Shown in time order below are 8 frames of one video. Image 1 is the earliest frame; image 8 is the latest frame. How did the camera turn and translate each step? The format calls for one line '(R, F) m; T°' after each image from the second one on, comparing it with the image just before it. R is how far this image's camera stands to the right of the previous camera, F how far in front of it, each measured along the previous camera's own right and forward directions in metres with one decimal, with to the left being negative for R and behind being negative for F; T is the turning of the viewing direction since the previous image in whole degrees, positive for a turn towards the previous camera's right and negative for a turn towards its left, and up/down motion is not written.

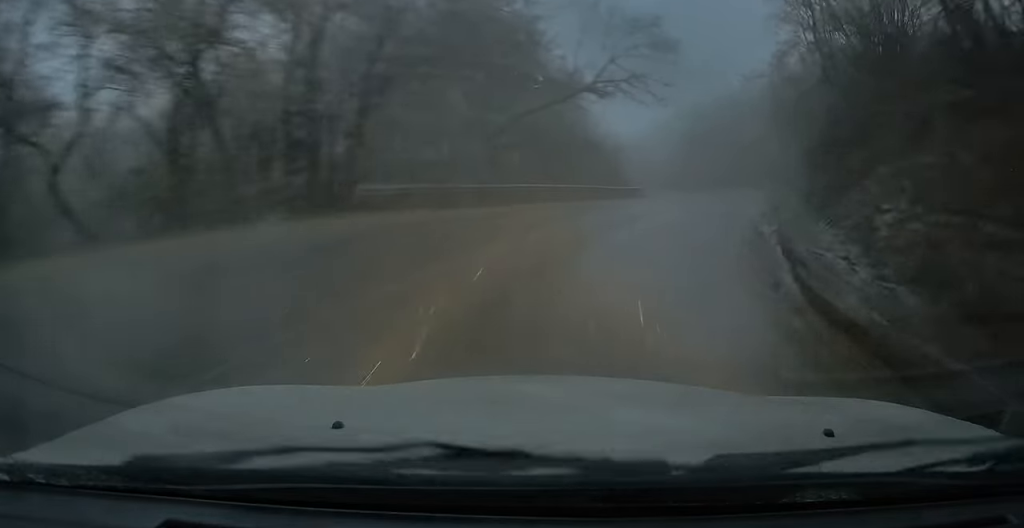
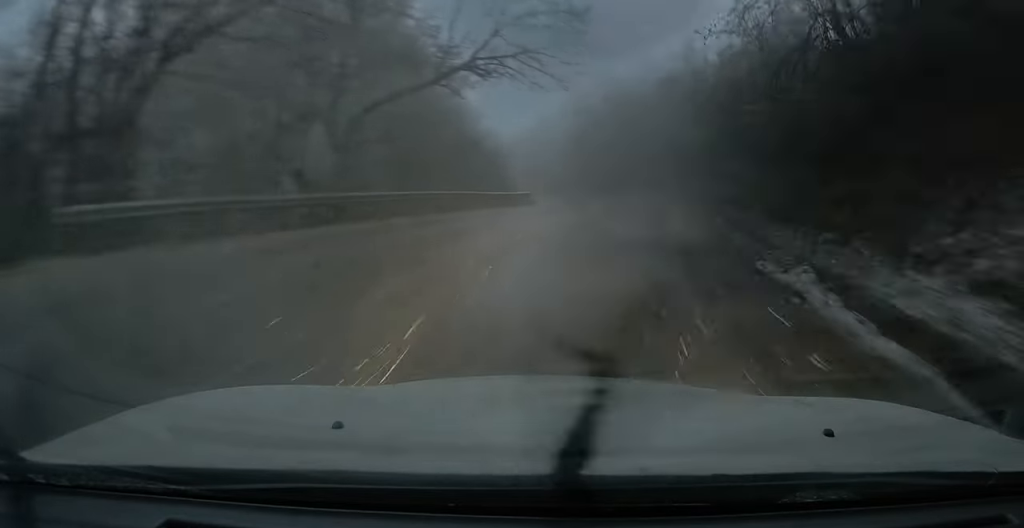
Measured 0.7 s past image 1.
(+0.2, +7.5) m; +5°
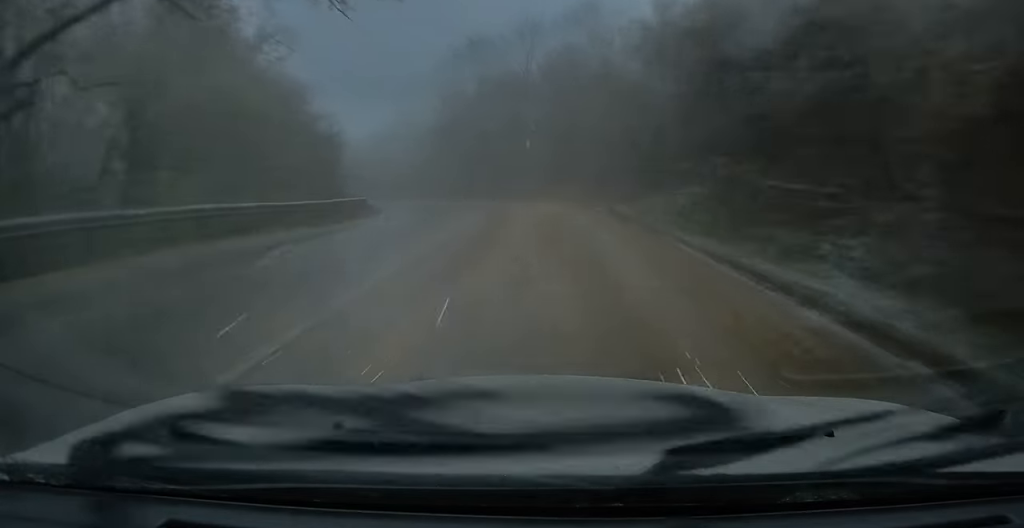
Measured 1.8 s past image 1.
(+1.1, +13.9) m; +6°
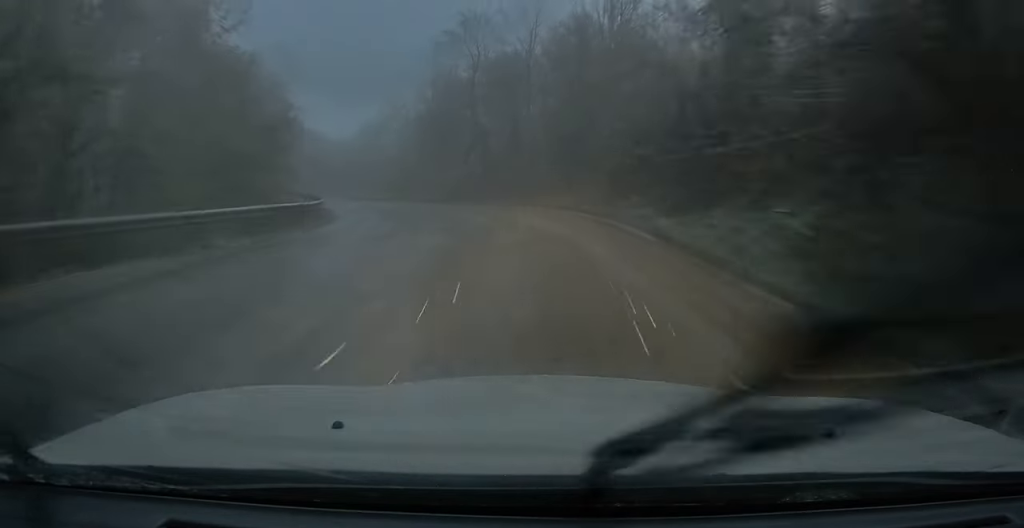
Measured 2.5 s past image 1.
(+0.1, +7.7) m; +1°
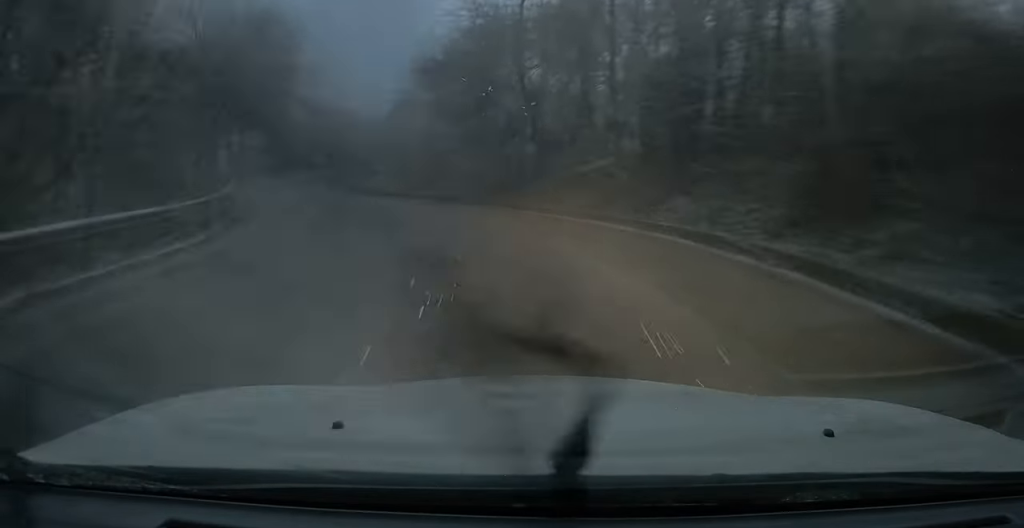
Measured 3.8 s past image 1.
(-0.1, +15.9) m; -7°
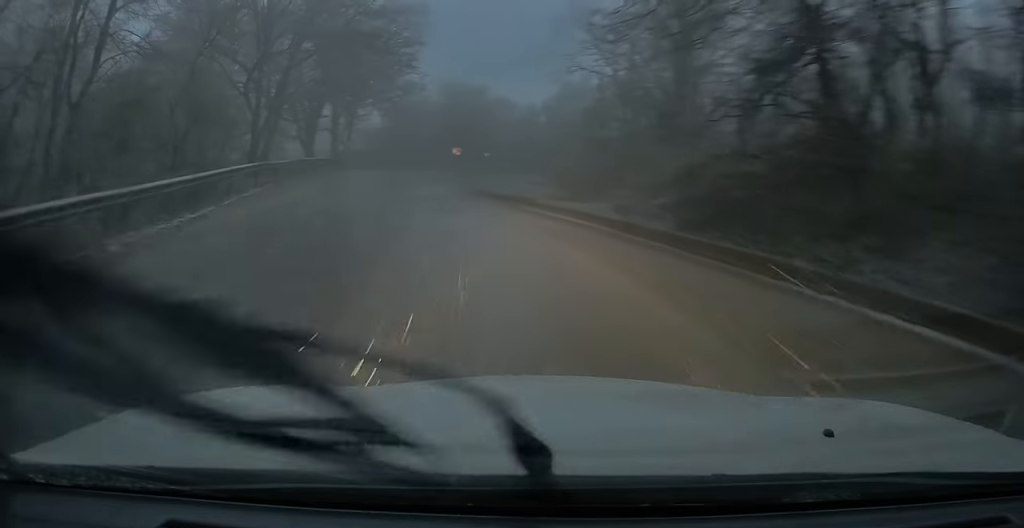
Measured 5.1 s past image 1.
(-2.2, +14.6) m; -13°
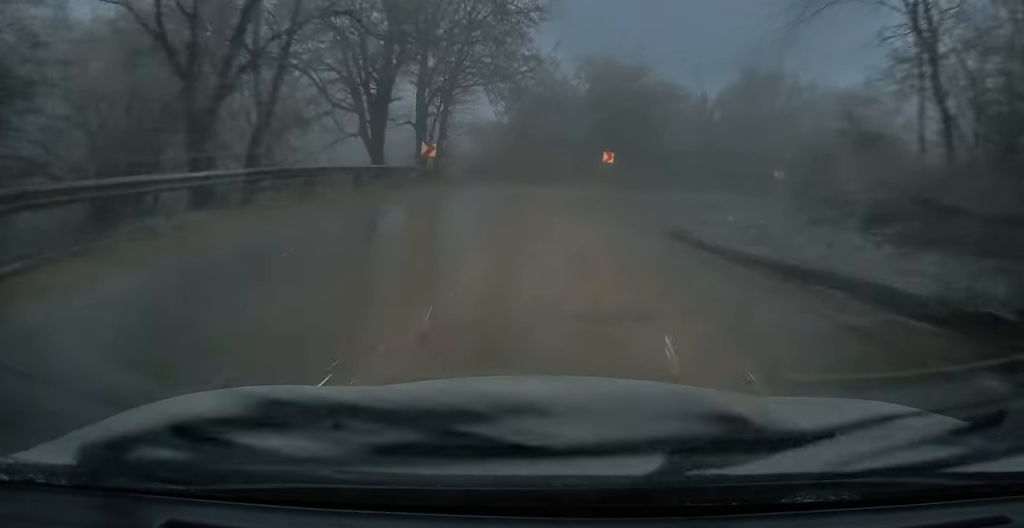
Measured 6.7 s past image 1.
(-1.4, +16.6) m; -3°
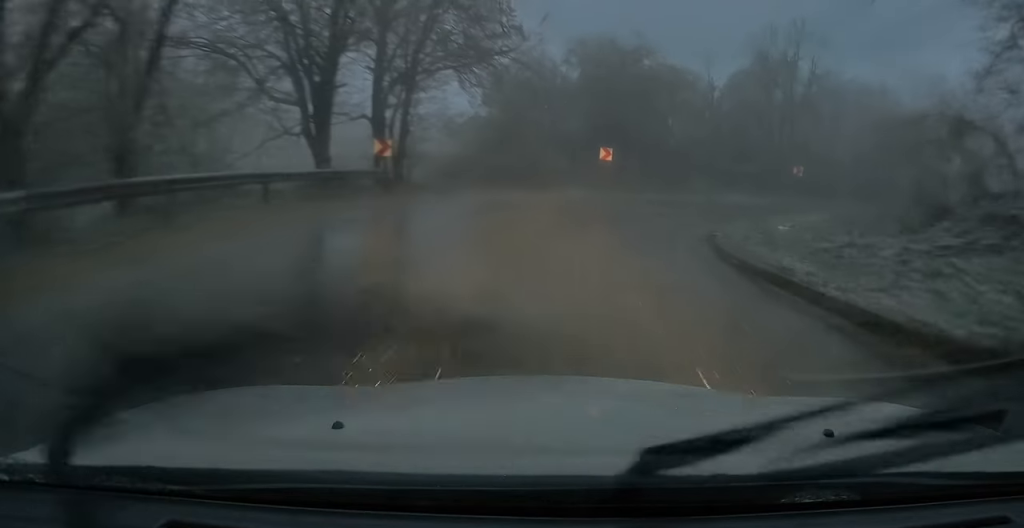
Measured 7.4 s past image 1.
(+0.3, +5.4) m; +5°
